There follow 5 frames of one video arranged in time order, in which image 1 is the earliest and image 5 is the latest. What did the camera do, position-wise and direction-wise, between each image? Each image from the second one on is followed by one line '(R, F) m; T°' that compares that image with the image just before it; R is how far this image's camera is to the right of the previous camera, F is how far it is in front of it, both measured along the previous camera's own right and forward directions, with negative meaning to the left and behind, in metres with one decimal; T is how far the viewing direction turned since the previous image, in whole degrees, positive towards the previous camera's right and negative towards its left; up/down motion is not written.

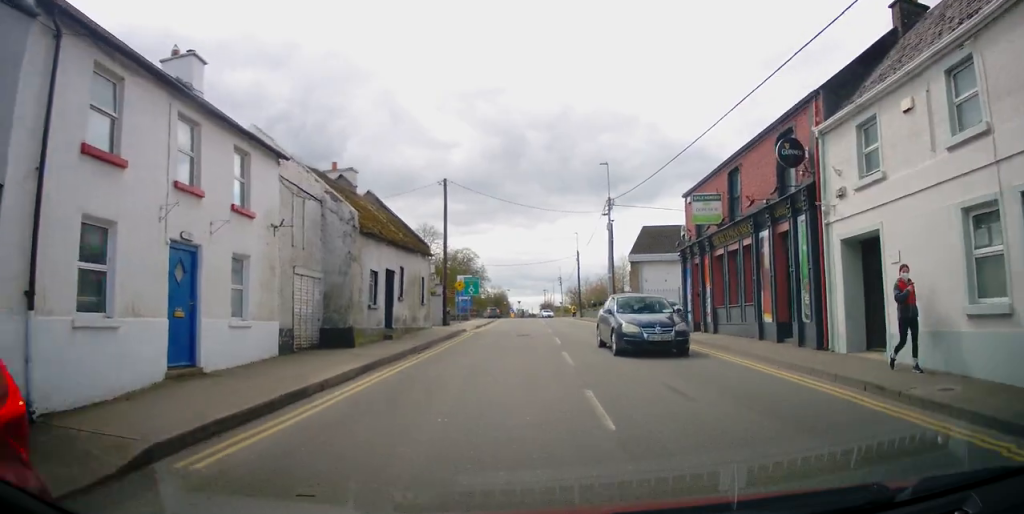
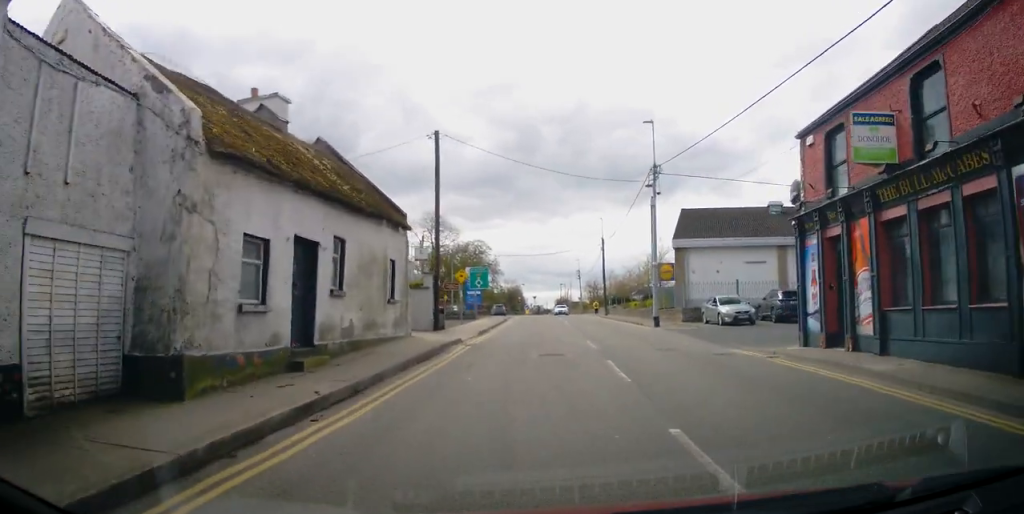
(-0.5, +8.8) m; -2°
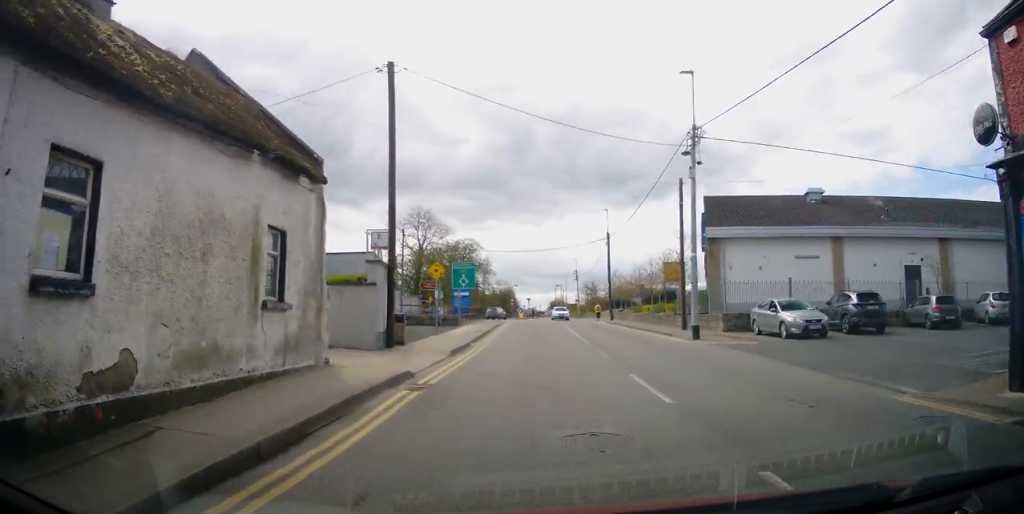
(+0.2, +7.6) m; +2°
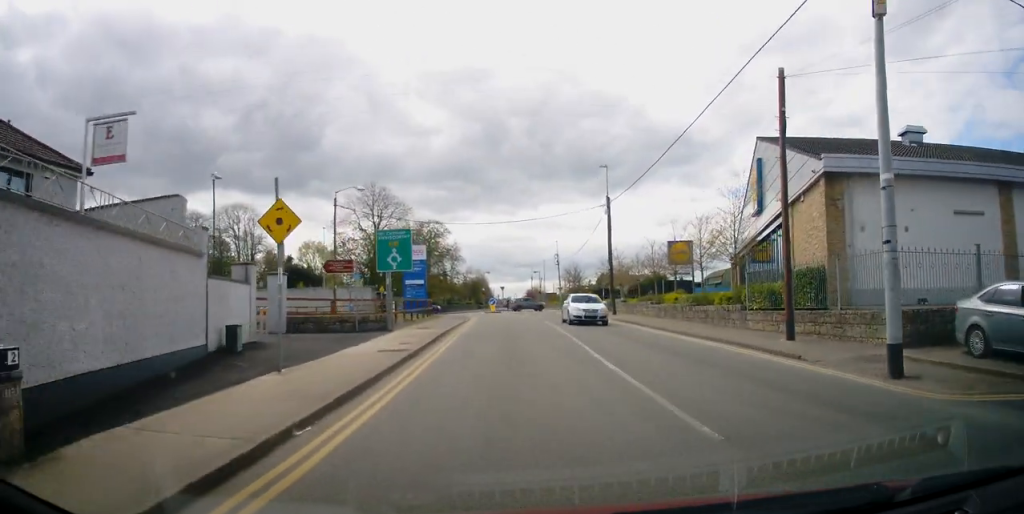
(+0.1, +13.9) m; -2°
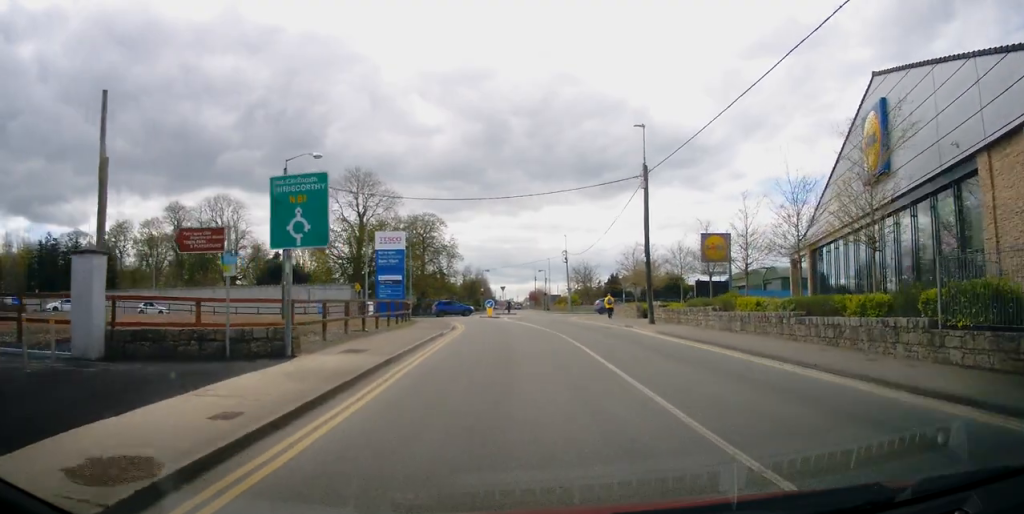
(-0.1, +10.4) m; +3°
